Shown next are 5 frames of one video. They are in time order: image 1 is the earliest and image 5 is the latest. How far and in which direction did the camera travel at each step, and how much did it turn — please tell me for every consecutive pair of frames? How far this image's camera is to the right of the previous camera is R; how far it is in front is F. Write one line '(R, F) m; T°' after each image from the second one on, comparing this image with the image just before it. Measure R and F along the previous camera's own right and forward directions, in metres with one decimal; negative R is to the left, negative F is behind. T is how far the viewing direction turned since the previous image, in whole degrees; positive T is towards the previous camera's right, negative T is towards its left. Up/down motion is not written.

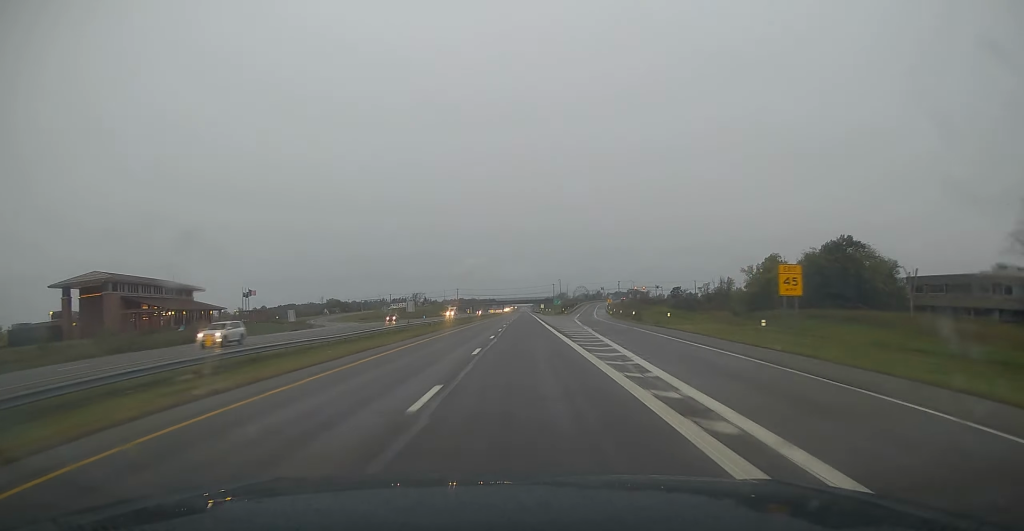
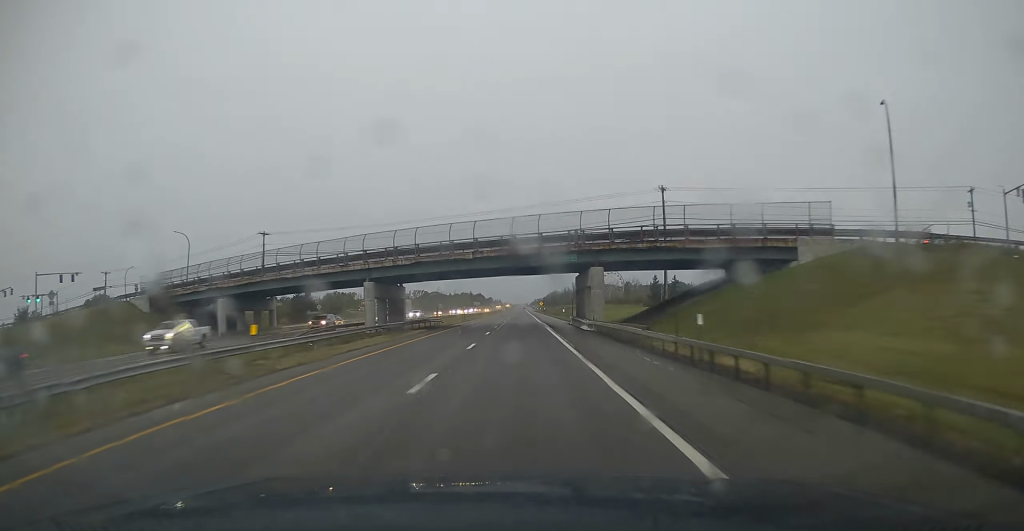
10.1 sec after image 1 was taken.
(-0.3, +317.0) m; 0°
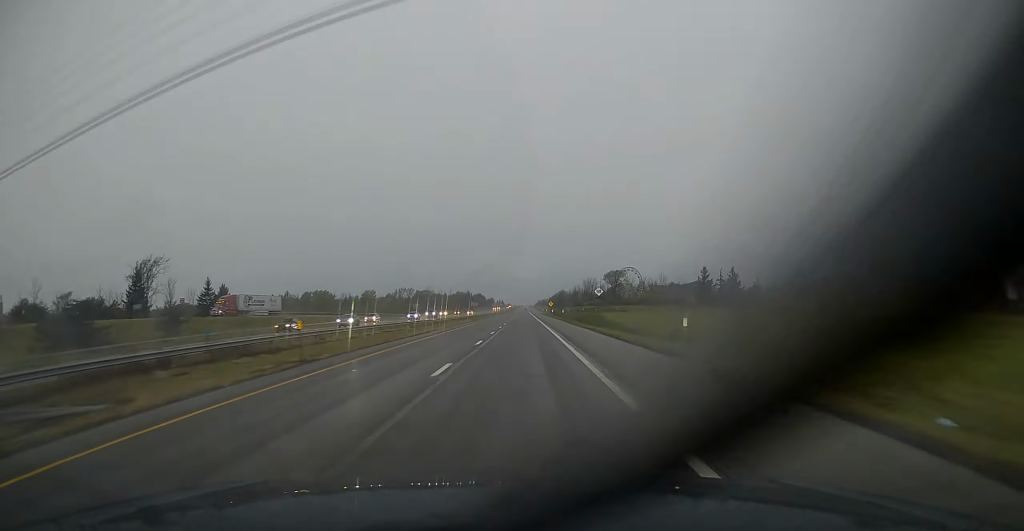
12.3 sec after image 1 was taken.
(0.0, +70.7) m; 0°
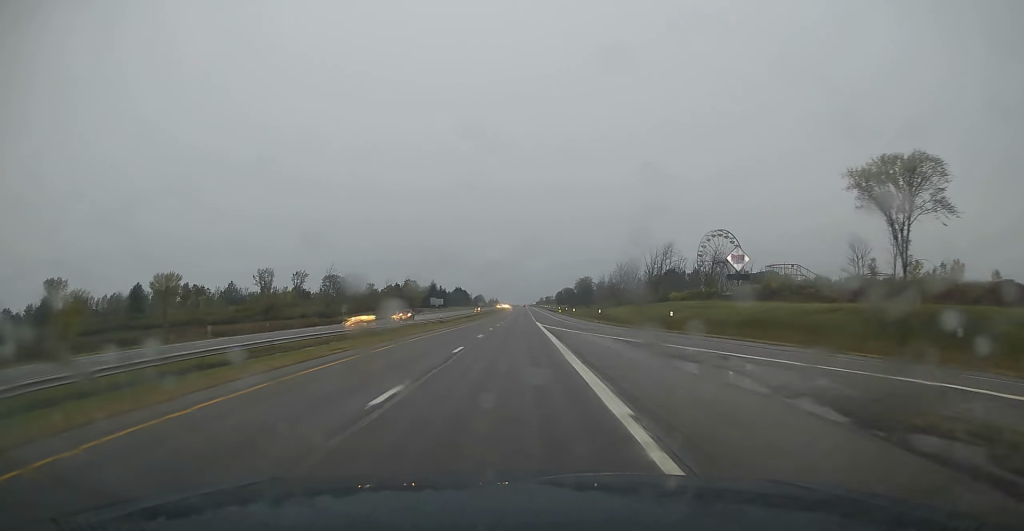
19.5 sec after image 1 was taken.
(0.0, +225.5) m; 0°
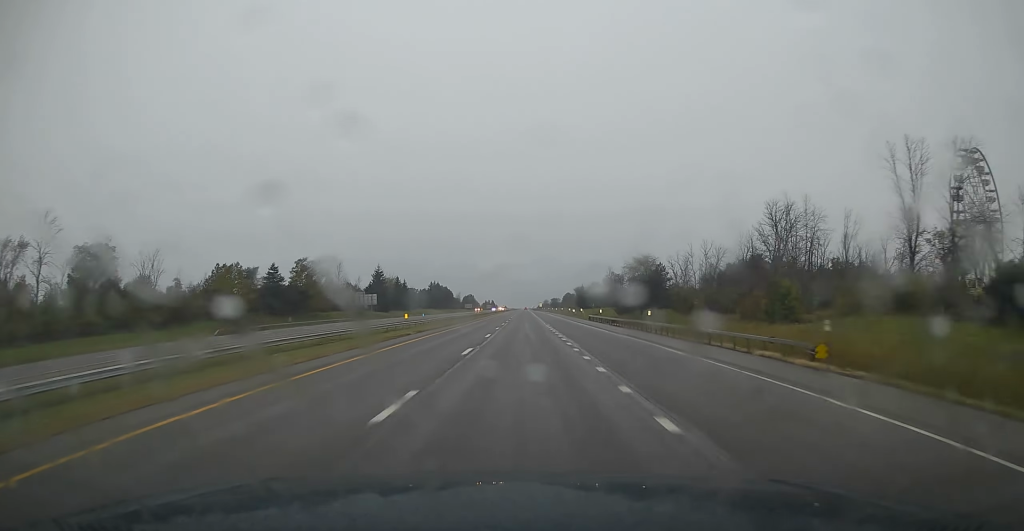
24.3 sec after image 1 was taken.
(+0.1, +149.4) m; 0°
